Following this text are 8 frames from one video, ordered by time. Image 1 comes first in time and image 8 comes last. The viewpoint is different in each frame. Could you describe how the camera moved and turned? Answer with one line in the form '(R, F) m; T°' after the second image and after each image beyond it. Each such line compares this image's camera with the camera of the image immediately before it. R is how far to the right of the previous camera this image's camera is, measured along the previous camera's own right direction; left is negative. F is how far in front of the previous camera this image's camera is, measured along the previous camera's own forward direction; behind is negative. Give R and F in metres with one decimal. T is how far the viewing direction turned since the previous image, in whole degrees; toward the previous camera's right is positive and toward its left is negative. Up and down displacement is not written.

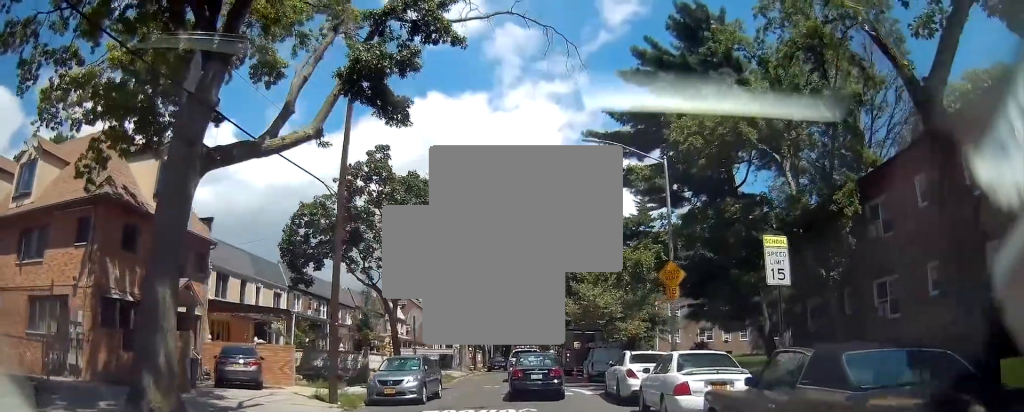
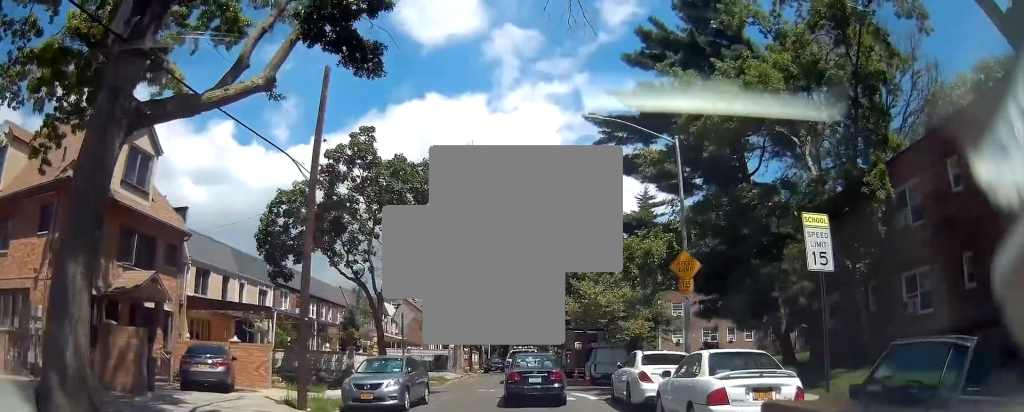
(0.0, +2.5) m; +1°
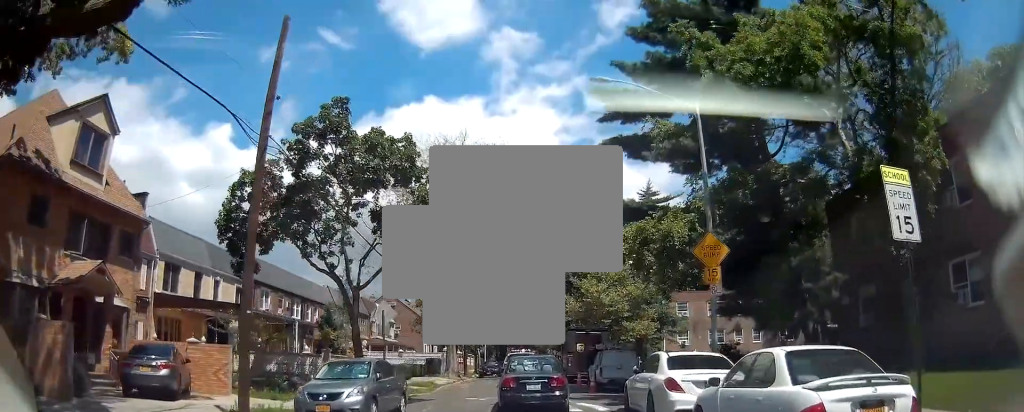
(0.0, +3.0) m; +1°
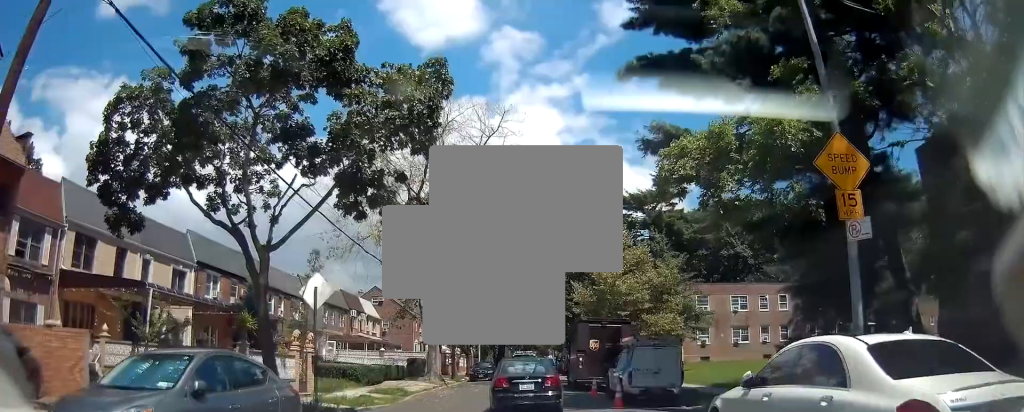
(-0.1, +6.7) m; -2°
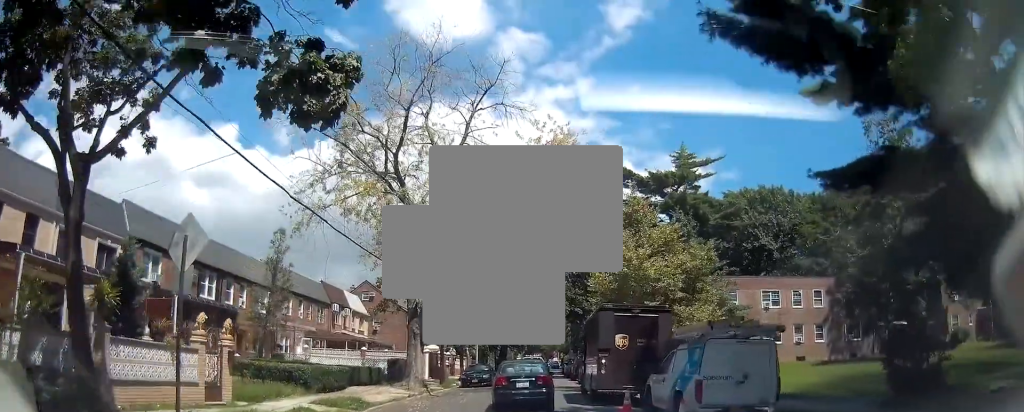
(0.0, +5.9) m; +1°
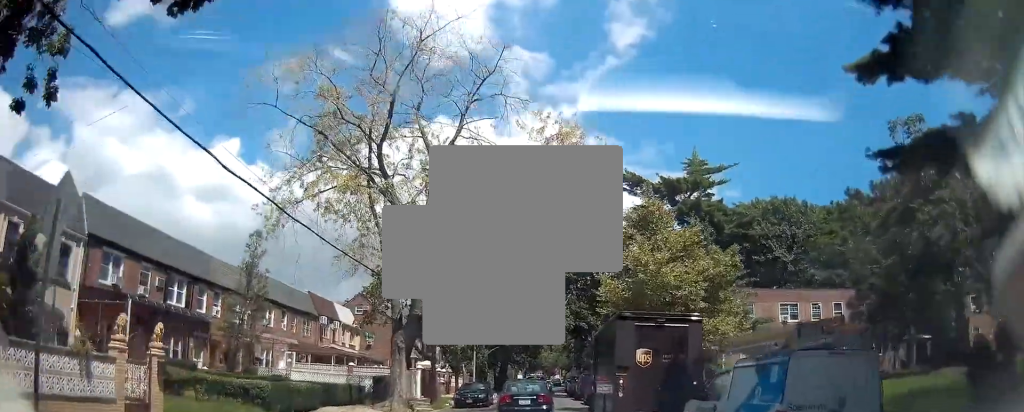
(+0.1, +3.2) m; +1°
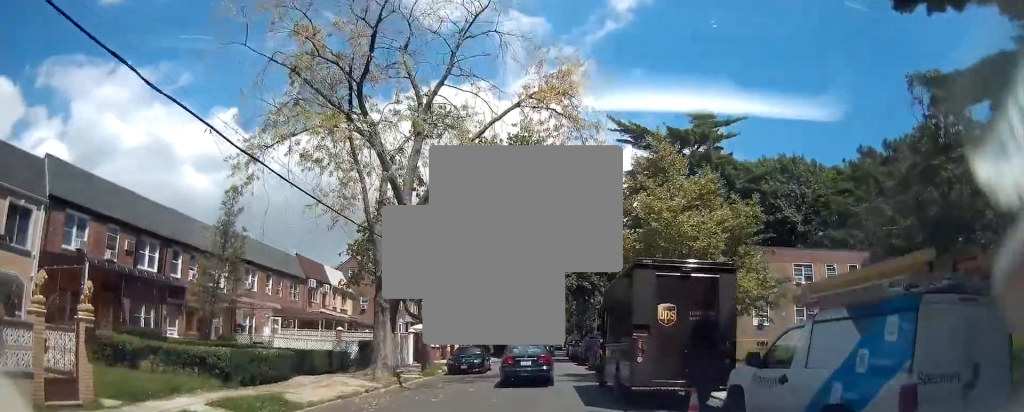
(0.0, +2.5) m; +1°
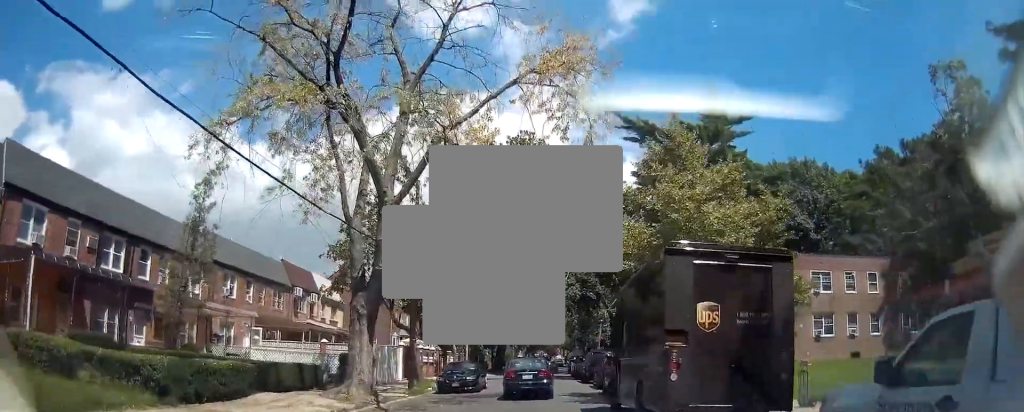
(0.0, +2.8) m; +1°
